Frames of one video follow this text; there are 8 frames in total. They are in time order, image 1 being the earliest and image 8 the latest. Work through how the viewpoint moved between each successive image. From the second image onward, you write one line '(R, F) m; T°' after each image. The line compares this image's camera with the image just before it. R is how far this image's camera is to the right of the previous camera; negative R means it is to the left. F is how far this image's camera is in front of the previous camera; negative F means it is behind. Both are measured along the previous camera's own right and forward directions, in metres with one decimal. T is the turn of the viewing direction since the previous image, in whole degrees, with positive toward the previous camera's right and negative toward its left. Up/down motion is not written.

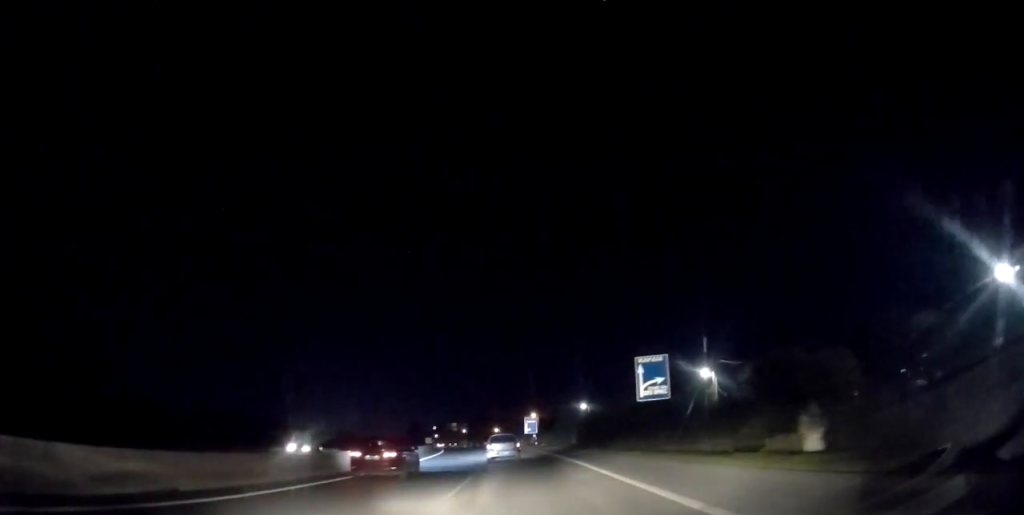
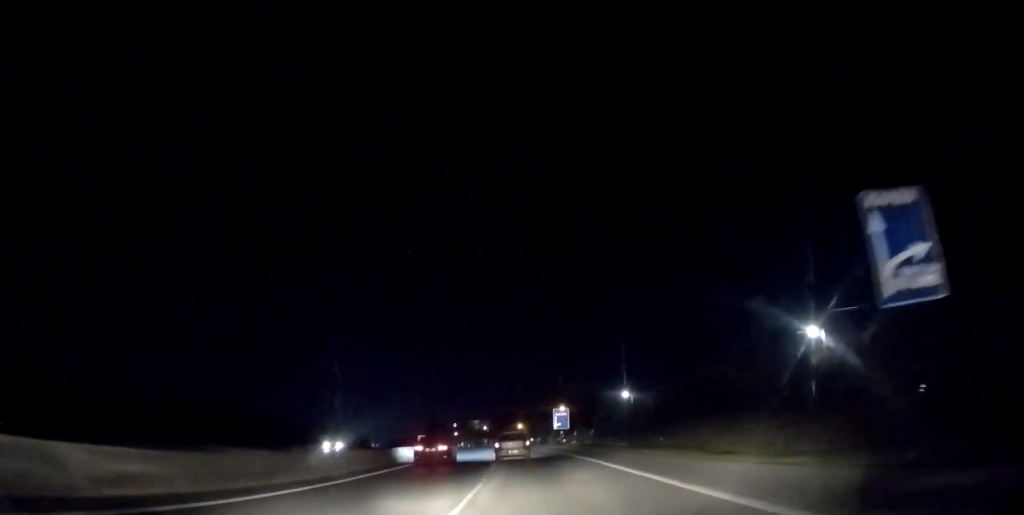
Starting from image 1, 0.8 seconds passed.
(-0.4, +17.5) m; -2°
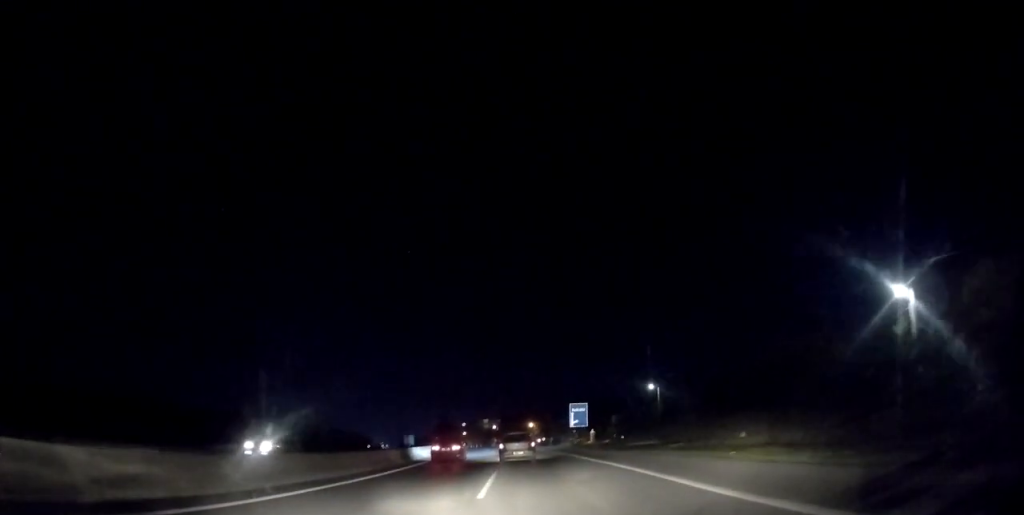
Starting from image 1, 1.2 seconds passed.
(-0.1, +9.2) m; -1°
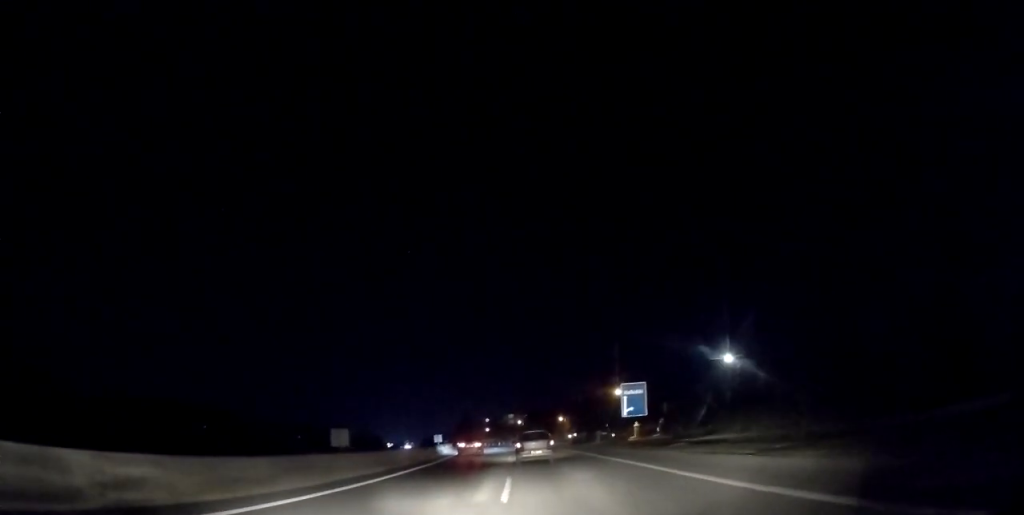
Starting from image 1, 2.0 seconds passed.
(-0.2, +18.1) m; -2°
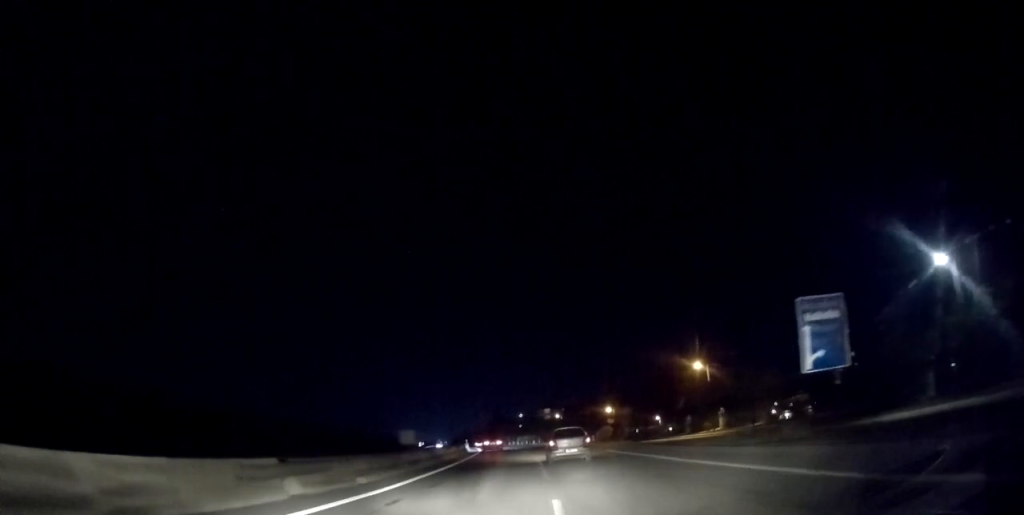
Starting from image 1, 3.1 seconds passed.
(-0.8, +24.0) m; -8°
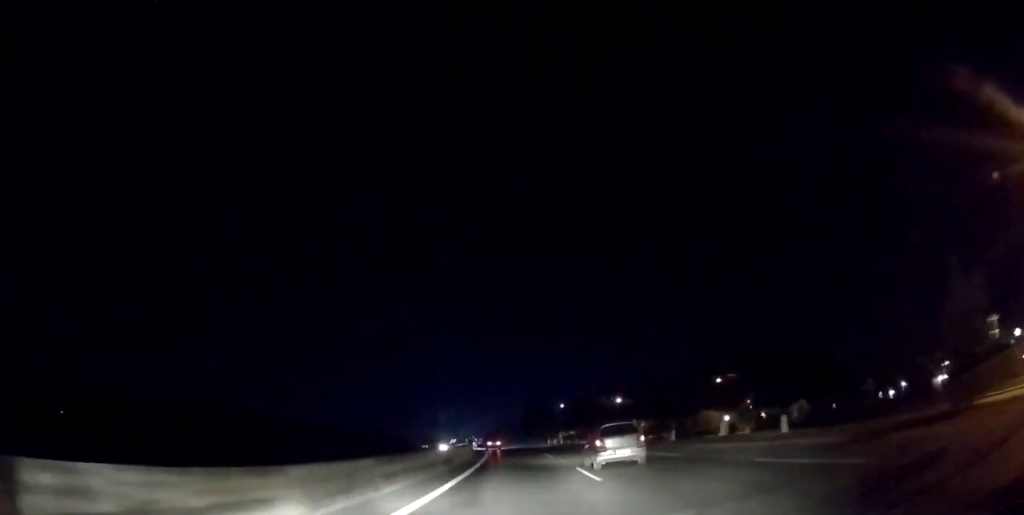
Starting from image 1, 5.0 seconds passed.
(-2.2, +44.2) m; -2°
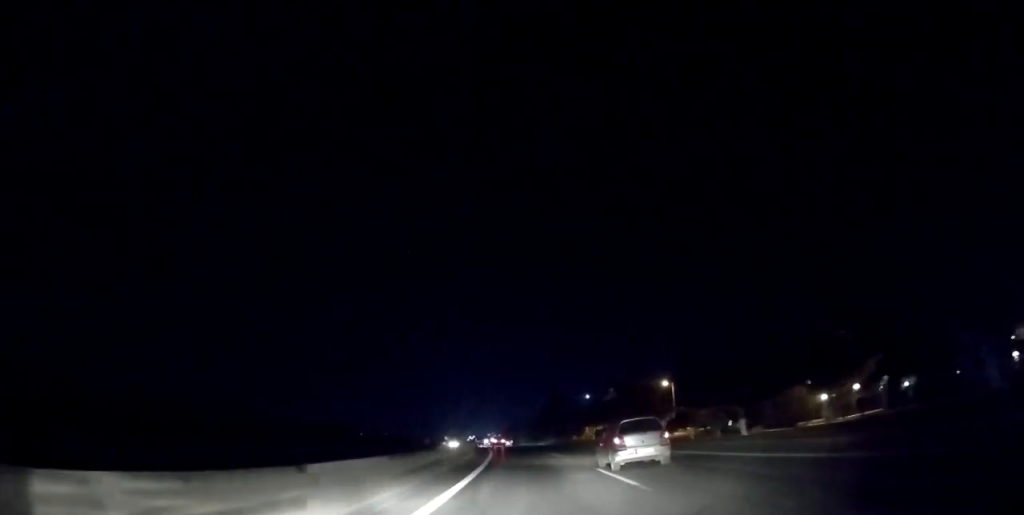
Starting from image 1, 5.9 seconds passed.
(-0.6, +20.5) m; -1°
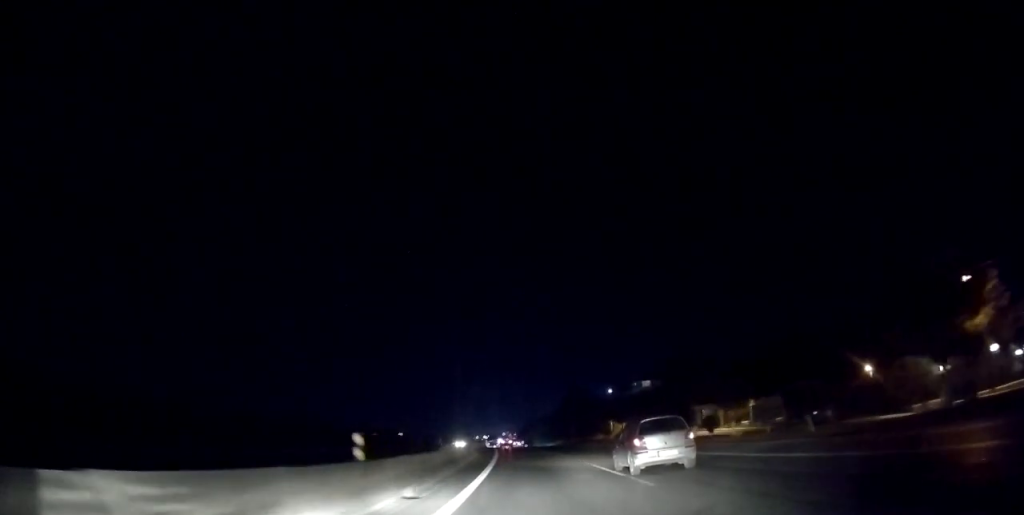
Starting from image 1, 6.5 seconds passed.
(+0.1, +15.2) m; 0°
